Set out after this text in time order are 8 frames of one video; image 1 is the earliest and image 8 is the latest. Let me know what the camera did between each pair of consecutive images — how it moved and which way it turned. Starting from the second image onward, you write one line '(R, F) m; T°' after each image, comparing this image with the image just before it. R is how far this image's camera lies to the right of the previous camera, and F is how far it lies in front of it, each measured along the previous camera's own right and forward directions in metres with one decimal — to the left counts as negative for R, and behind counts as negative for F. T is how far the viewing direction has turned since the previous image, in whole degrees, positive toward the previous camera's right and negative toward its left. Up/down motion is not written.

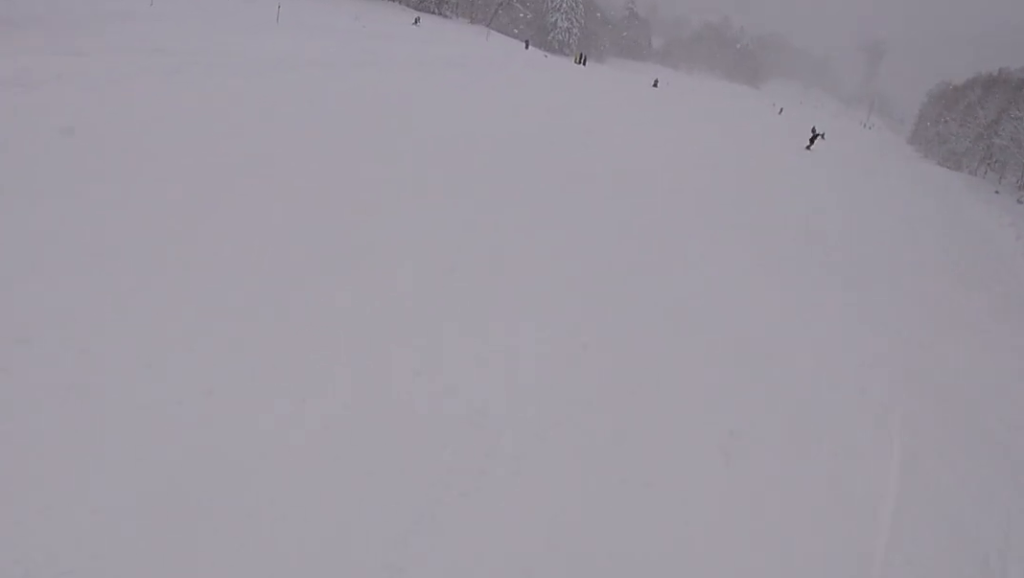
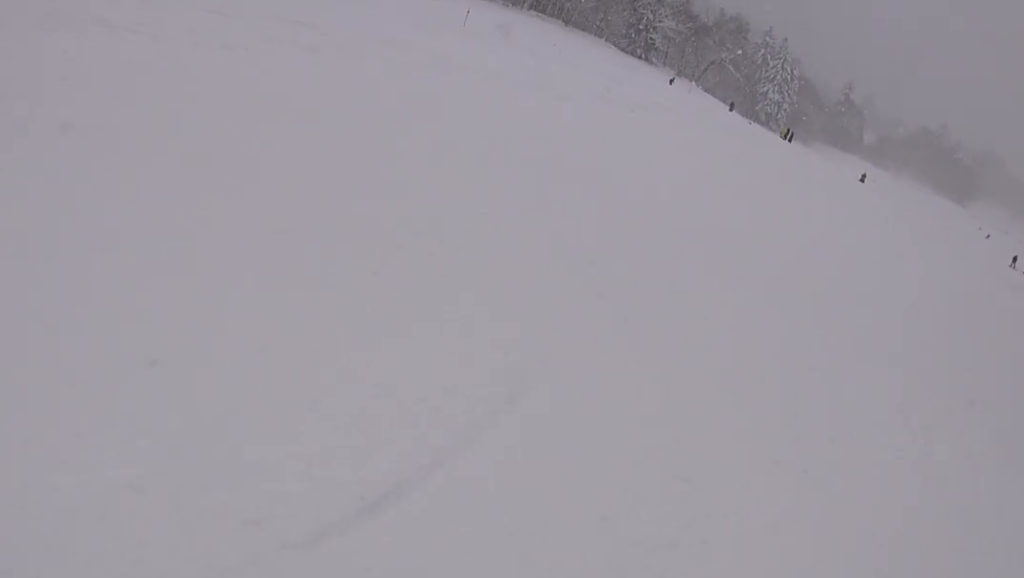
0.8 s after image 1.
(-0.9, +4.0) m; -22°
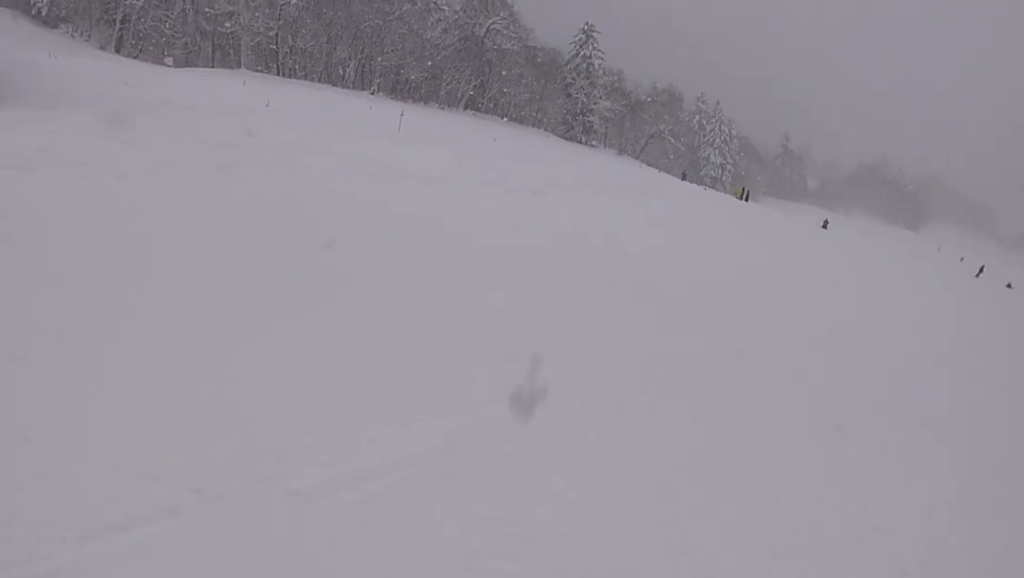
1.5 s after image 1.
(-1.3, +4.0) m; -6°
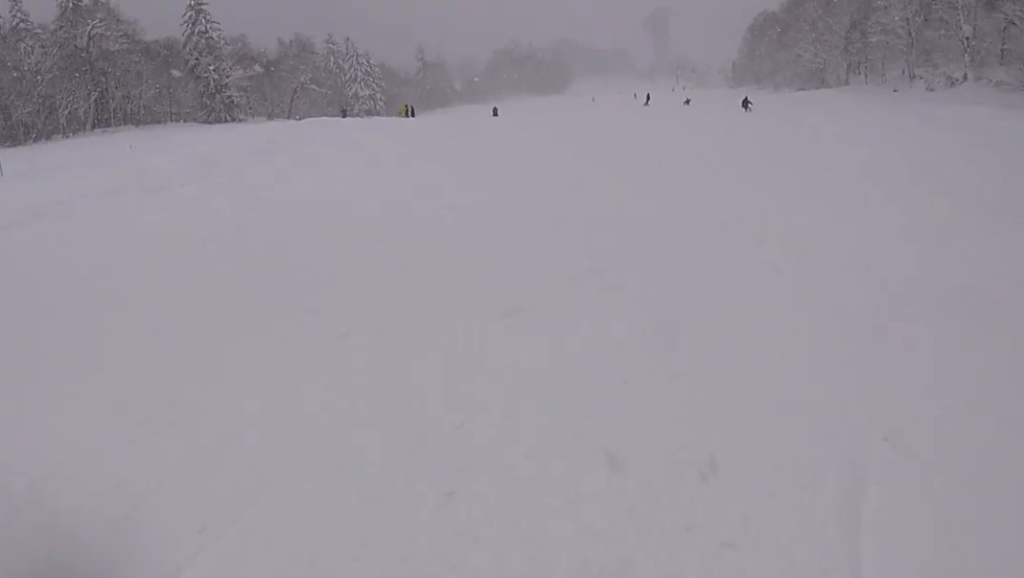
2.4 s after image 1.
(+1.2, +5.9) m; +26°
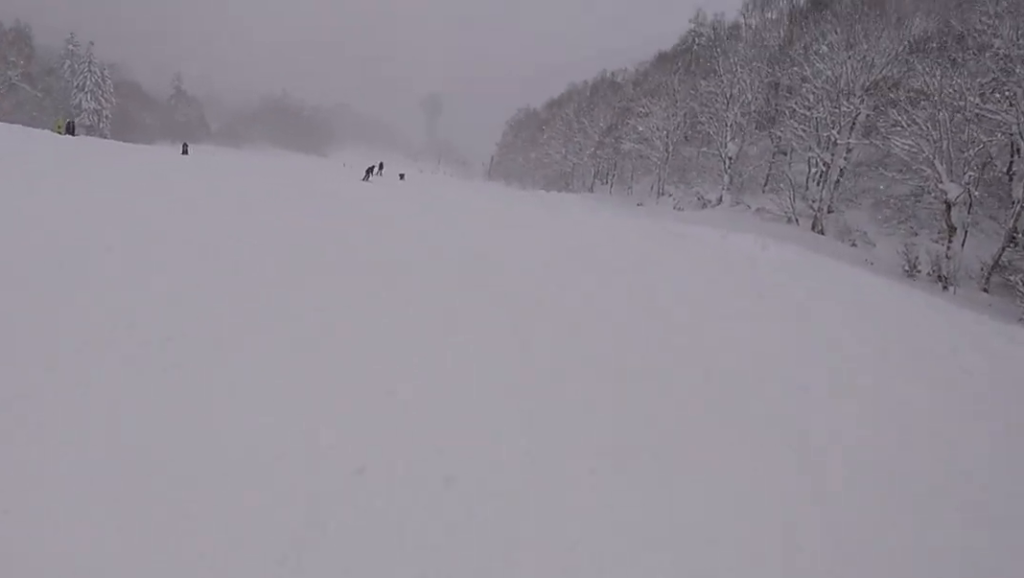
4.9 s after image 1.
(+7.6, +11.4) m; +33°
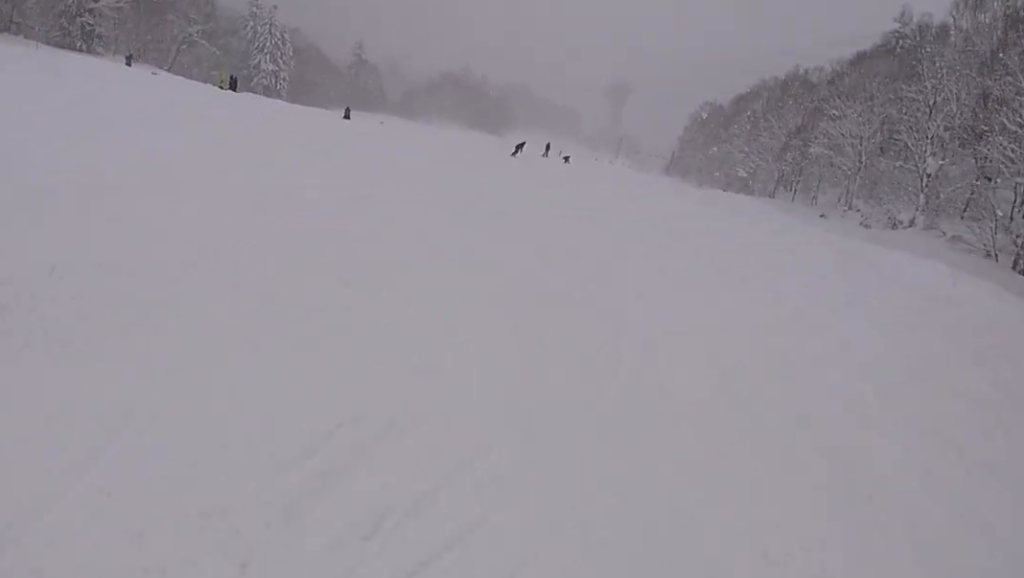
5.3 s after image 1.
(-0.4, +2.6) m; -9°
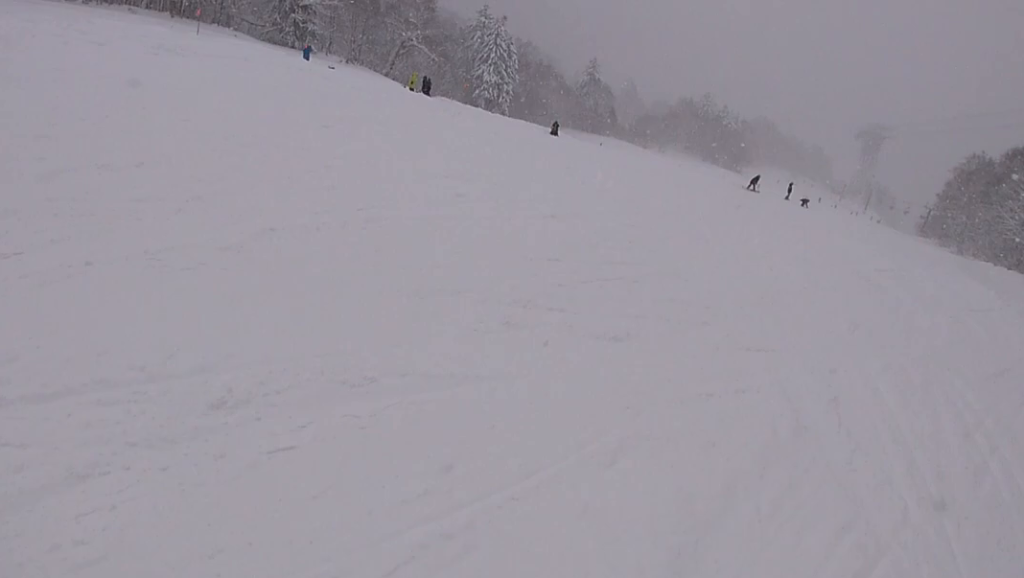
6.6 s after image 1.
(-0.9, +7.2) m; -23°
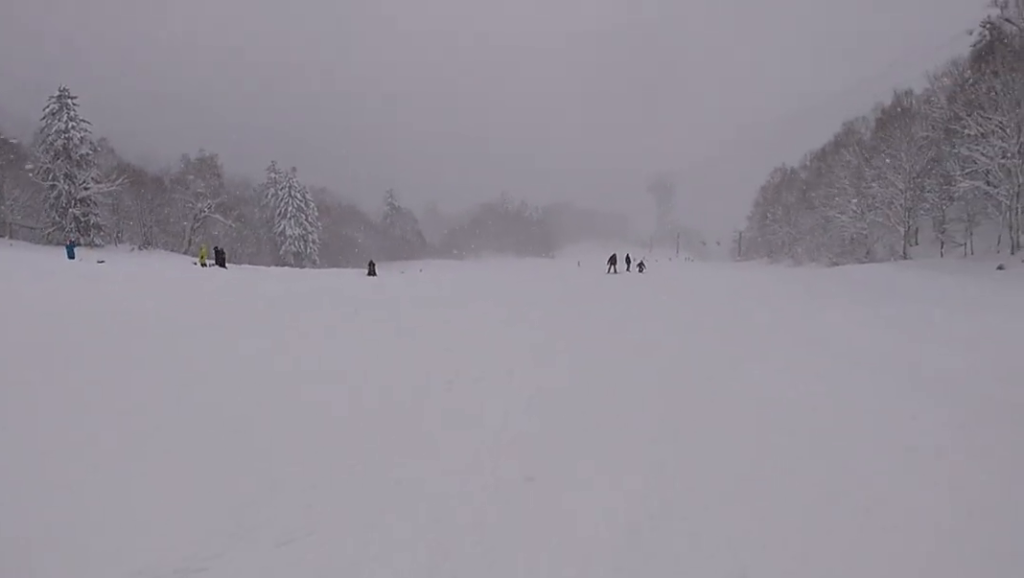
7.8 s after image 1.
(-1.7, +6.6) m; -9°
